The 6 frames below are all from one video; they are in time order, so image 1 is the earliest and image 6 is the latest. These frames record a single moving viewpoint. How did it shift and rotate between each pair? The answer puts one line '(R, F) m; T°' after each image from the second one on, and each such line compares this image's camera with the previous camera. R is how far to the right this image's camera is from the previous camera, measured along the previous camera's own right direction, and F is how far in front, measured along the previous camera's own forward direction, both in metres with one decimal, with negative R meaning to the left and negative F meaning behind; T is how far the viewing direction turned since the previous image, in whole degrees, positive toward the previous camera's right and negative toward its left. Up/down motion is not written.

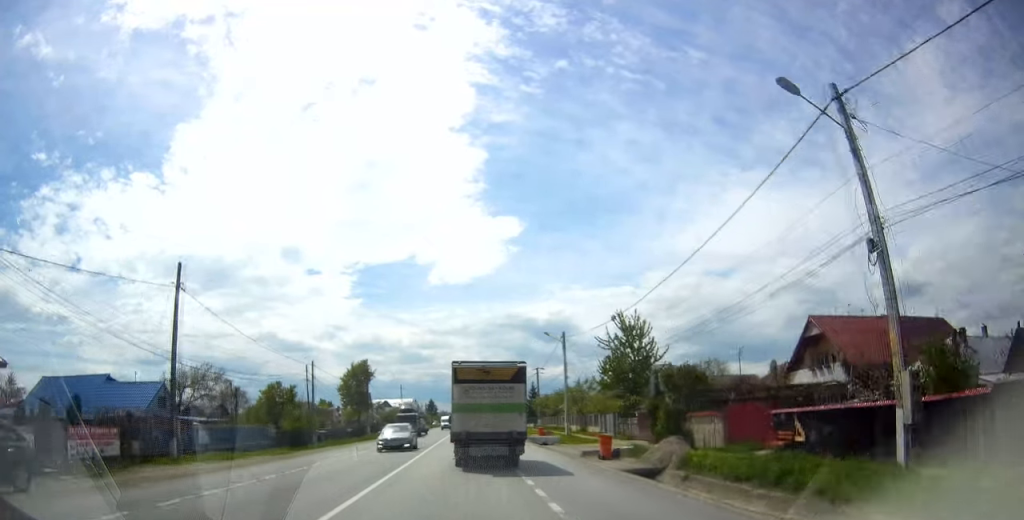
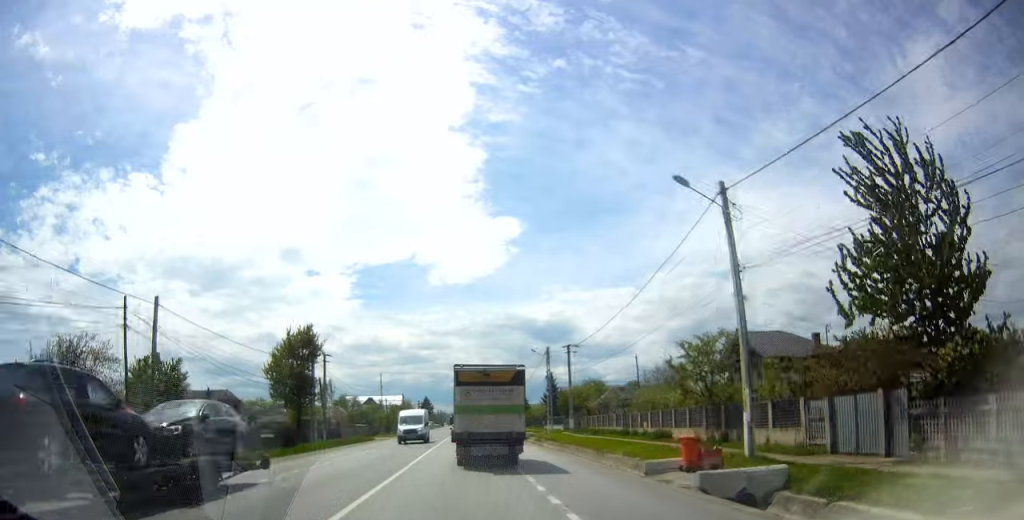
(-0.6, +31.4) m; 0°
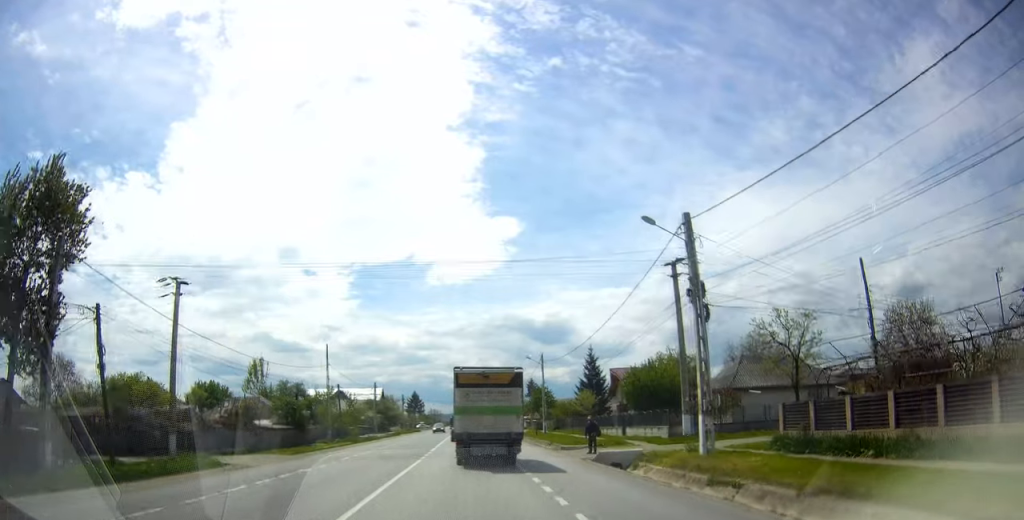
(+0.1, +37.1) m; 0°
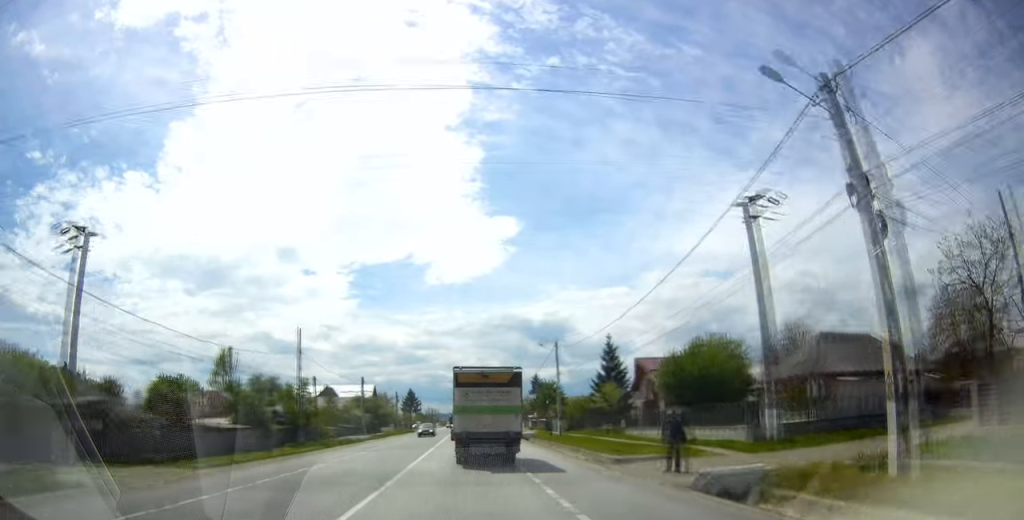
(+0.3, +10.4) m; 0°
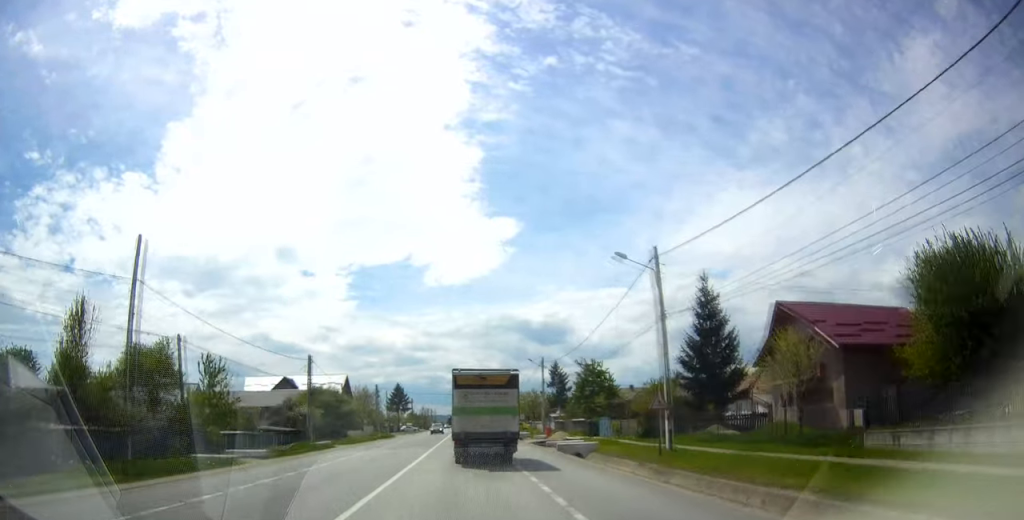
(-0.4, +28.1) m; -1°
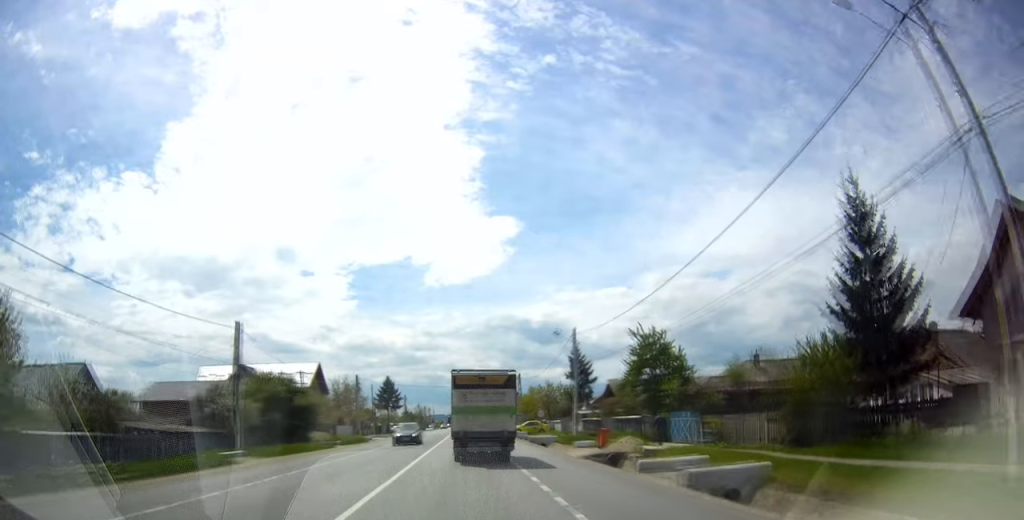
(+0.2, +18.3) m; +1°
